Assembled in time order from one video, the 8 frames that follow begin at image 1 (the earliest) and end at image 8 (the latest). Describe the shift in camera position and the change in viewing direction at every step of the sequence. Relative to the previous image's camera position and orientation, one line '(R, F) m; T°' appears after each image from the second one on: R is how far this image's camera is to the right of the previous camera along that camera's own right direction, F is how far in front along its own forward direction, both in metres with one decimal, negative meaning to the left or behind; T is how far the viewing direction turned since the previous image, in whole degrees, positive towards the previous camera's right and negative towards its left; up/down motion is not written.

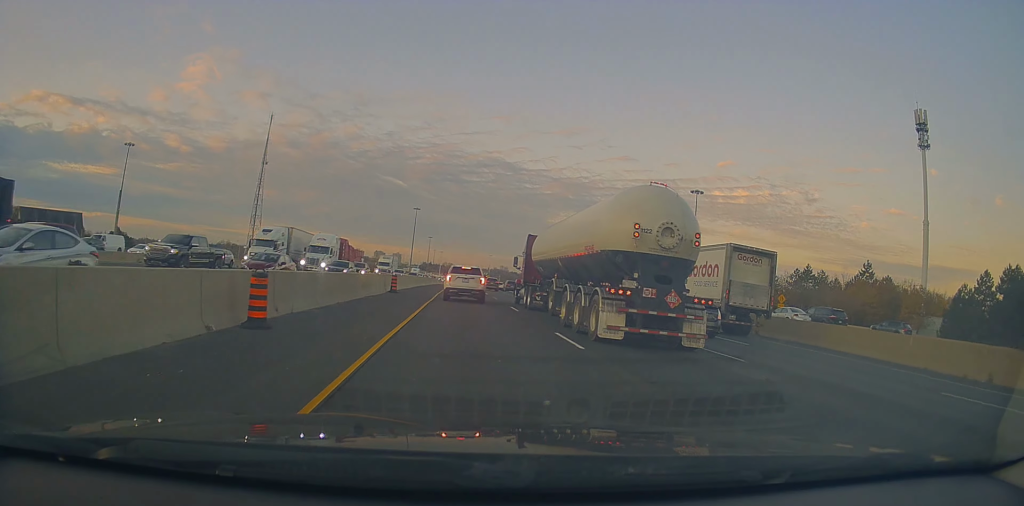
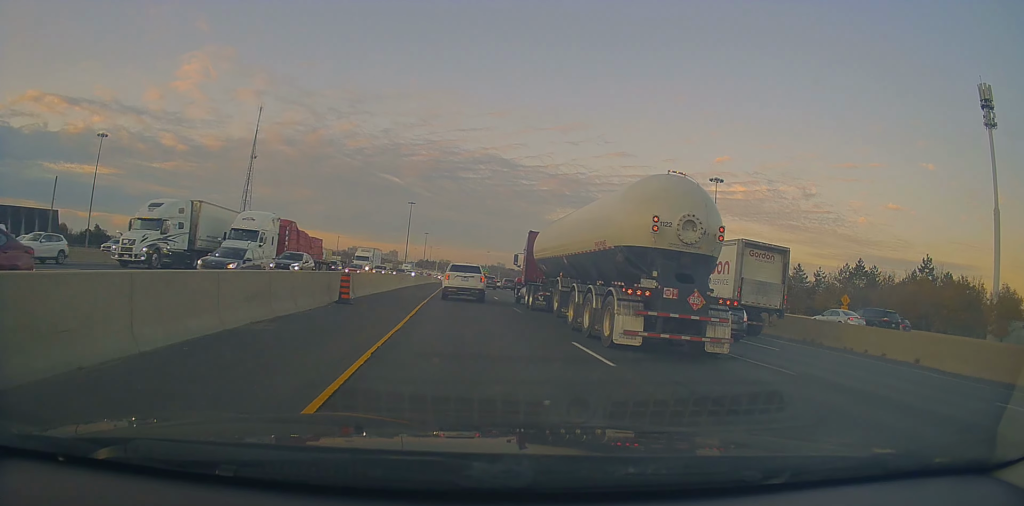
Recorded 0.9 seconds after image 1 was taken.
(-0.2, +14.1) m; 0°
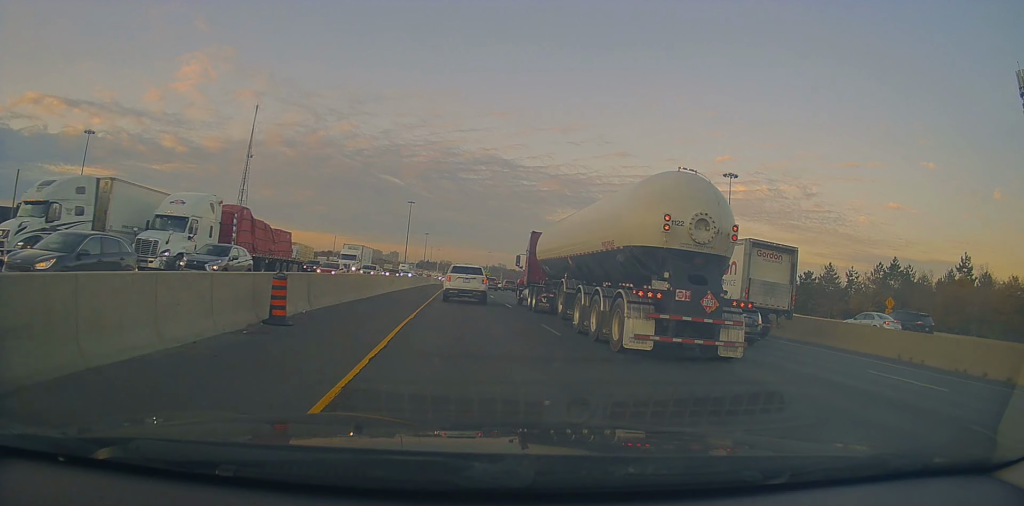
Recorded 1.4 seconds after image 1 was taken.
(+0.4, +7.4) m; 0°
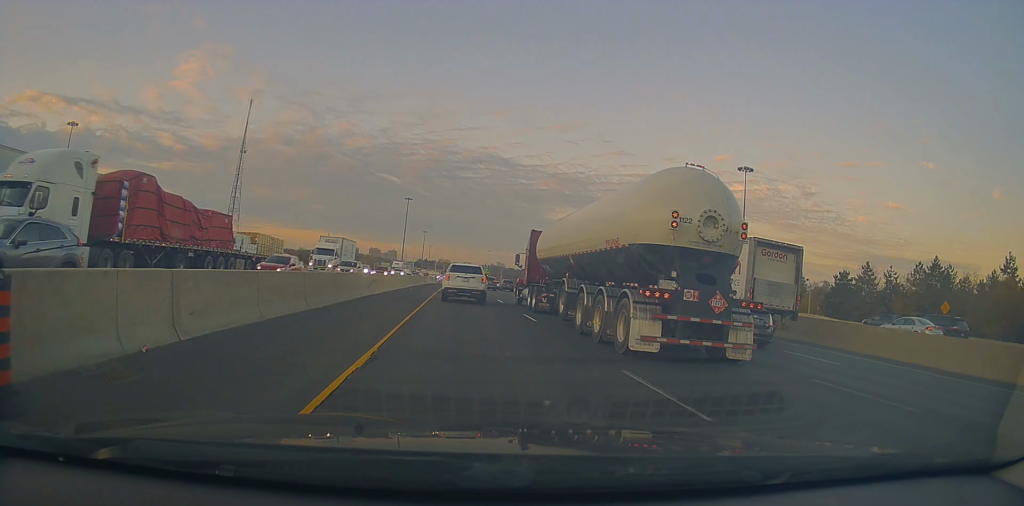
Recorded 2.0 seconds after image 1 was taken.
(-0.3, +8.2) m; 0°
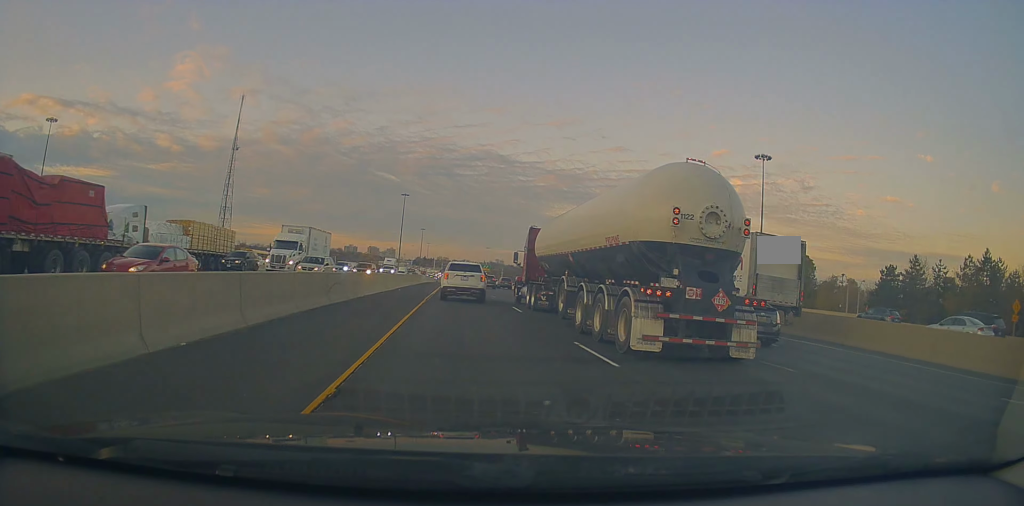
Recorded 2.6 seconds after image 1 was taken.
(-0.2, +9.1) m; 0°
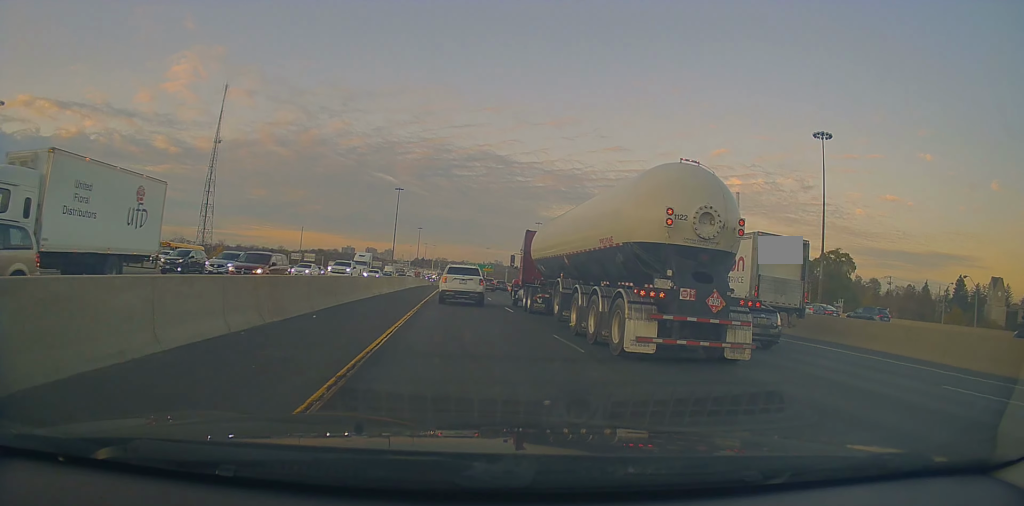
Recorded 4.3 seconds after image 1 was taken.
(+0.9, +22.8) m; +1°
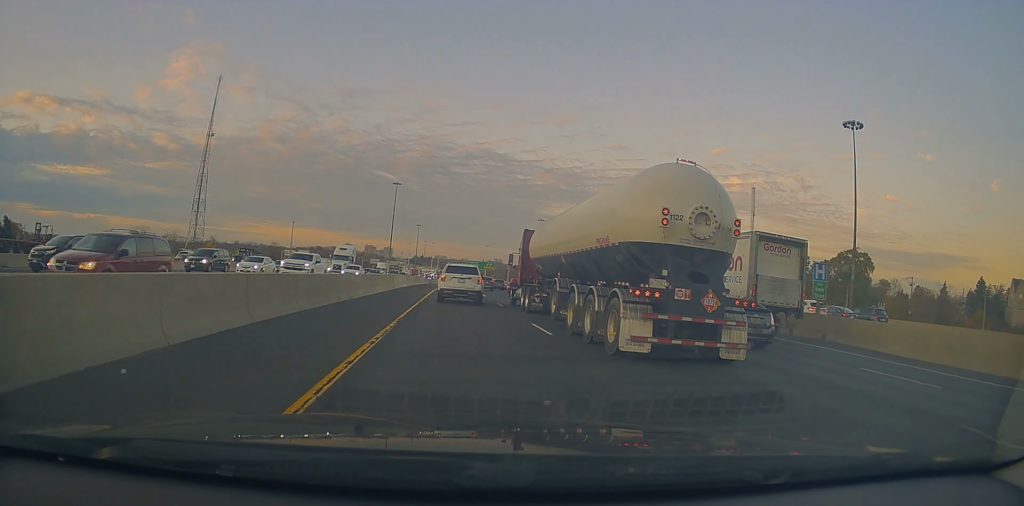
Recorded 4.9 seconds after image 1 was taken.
(-0.2, +9.3) m; 0°
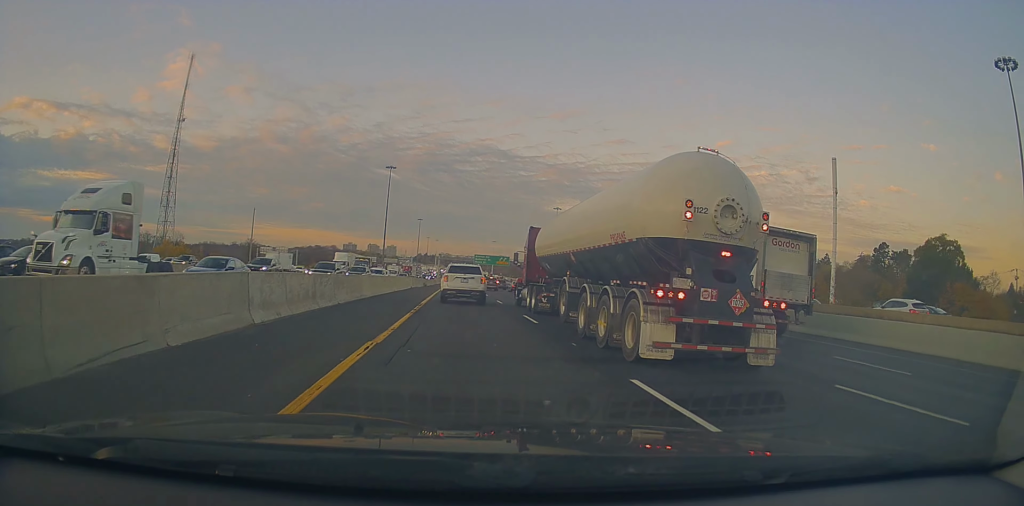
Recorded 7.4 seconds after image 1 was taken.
(-0.3, +35.0) m; -1°
